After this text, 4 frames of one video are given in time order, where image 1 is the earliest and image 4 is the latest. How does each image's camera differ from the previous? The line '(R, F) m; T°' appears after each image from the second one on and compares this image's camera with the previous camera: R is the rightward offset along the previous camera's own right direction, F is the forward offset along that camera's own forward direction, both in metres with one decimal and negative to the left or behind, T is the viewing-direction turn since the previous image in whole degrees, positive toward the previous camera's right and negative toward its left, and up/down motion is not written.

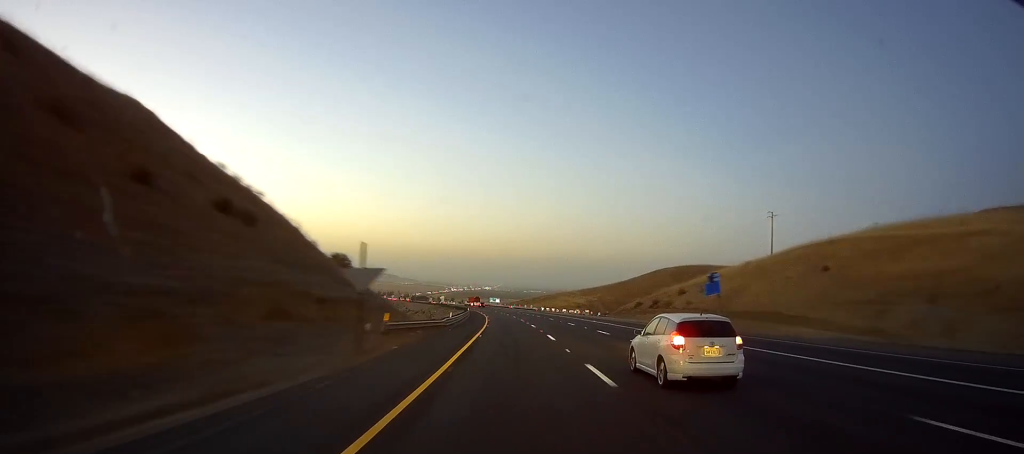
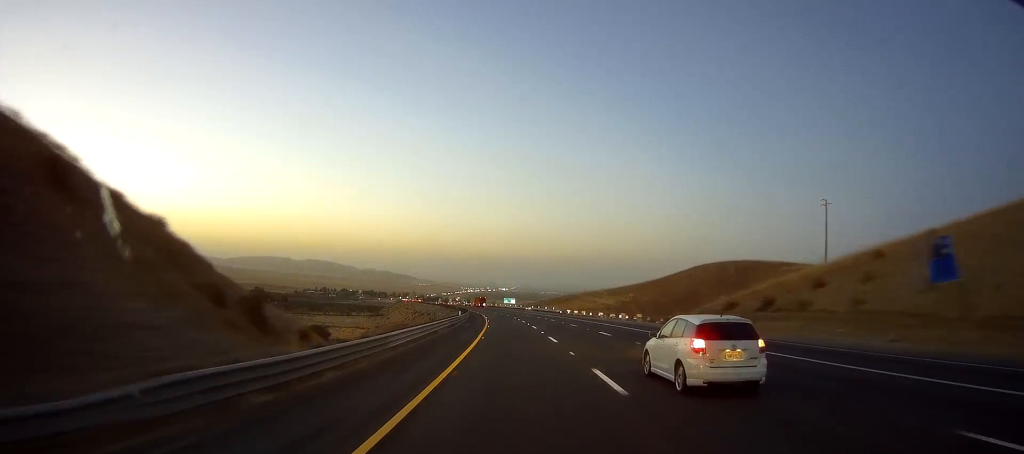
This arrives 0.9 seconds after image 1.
(-0.6, +29.8) m; -1°
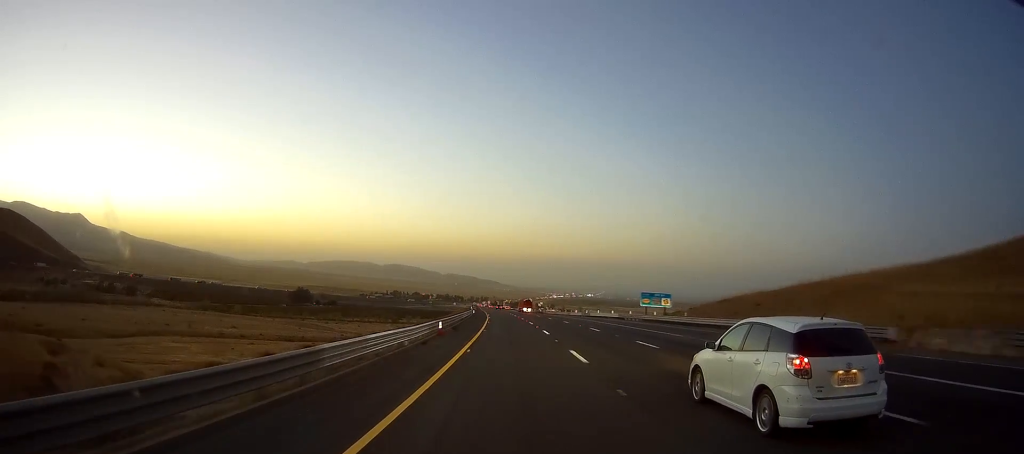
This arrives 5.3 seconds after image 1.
(-11.9, +140.0) m; -10°
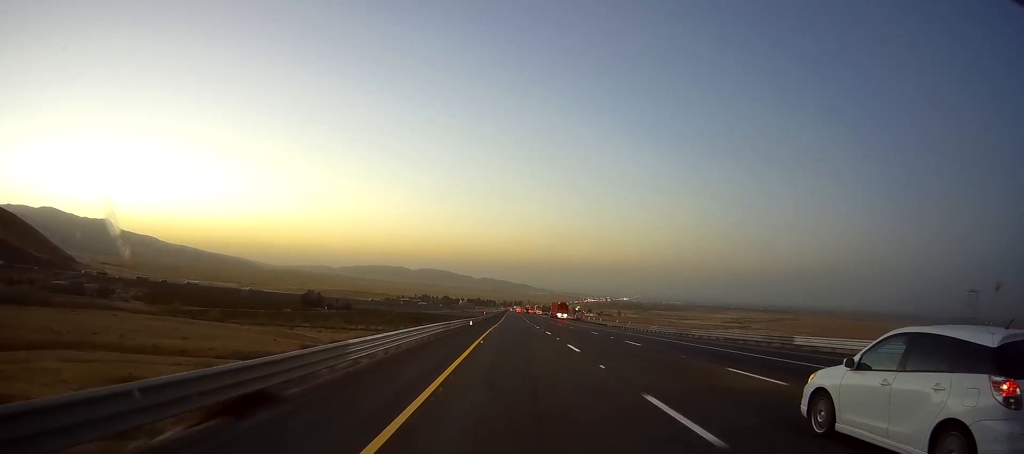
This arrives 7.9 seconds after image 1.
(-1.3, +82.4) m; -1°
